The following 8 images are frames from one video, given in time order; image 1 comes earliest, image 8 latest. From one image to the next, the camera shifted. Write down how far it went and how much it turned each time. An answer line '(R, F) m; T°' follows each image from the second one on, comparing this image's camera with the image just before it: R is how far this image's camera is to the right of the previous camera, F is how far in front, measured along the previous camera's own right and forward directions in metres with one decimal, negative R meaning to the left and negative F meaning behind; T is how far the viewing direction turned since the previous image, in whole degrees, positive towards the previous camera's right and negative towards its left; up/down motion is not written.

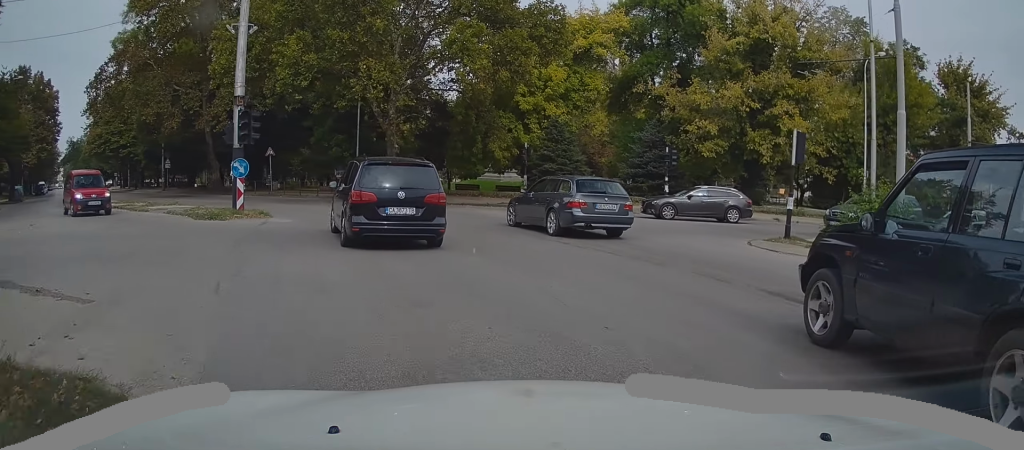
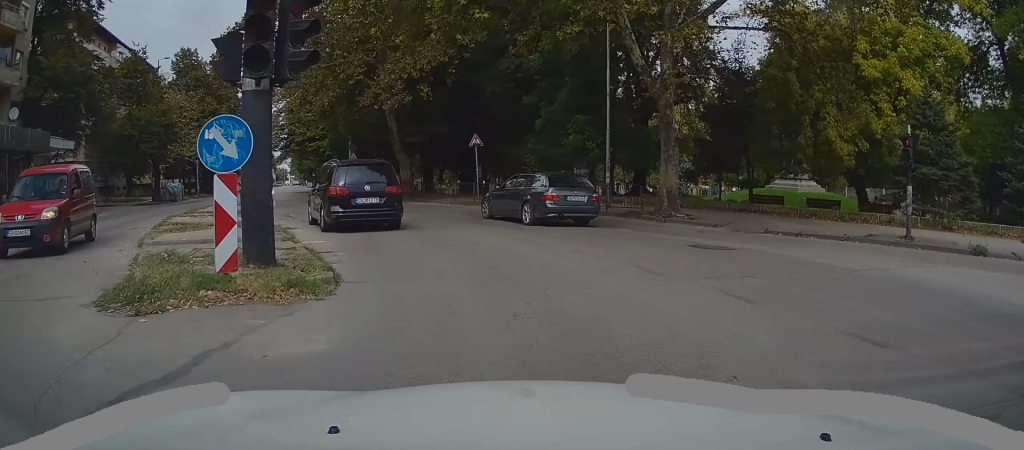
(-2.0, +15.1) m; -17°
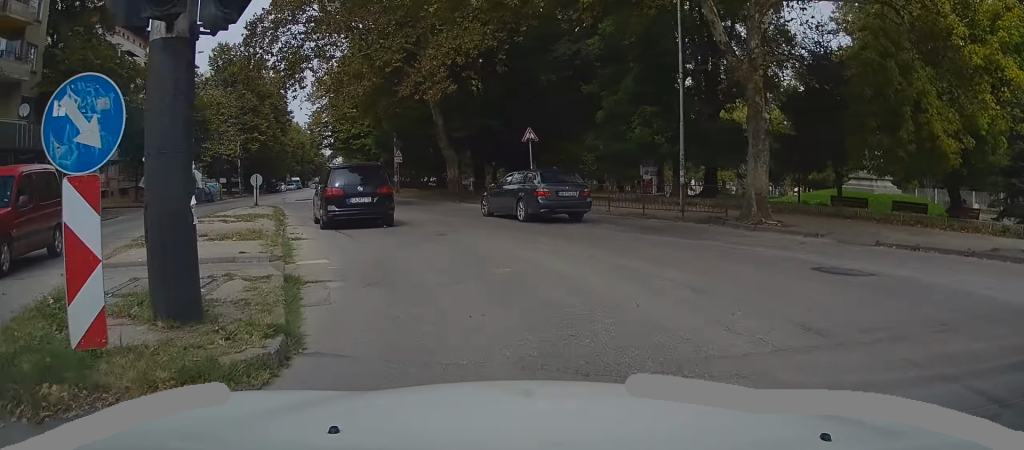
(-0.1, +3.4) m; -5°
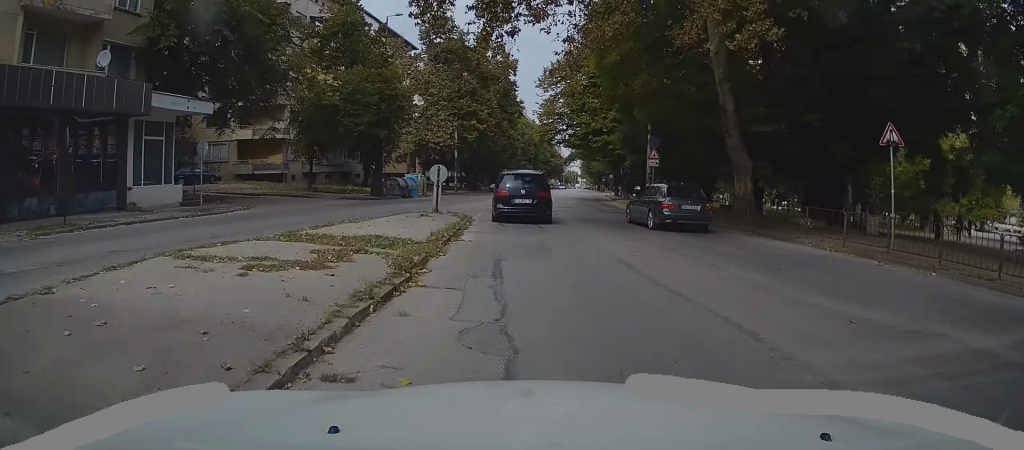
(-1.8, +12.1) m; -13°
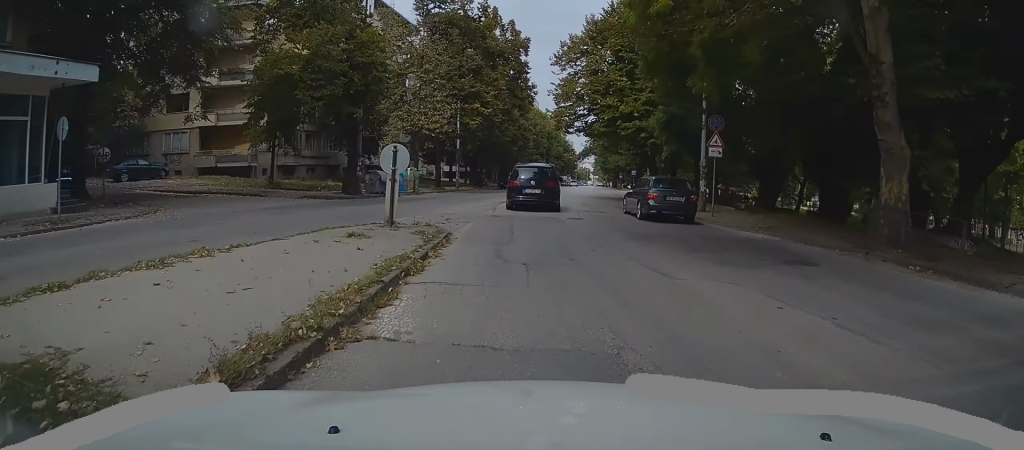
(-0.4, +8.8) m; -4°
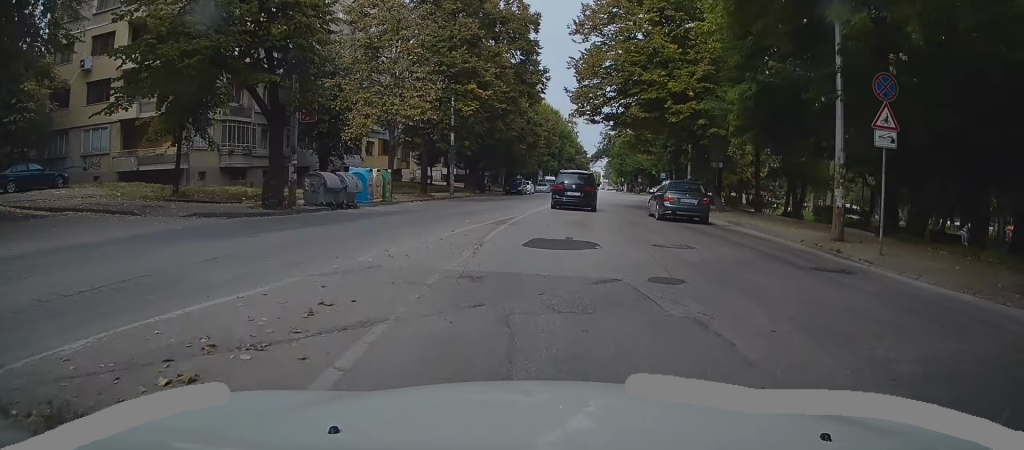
(-0.2, +11.2) m; 0°
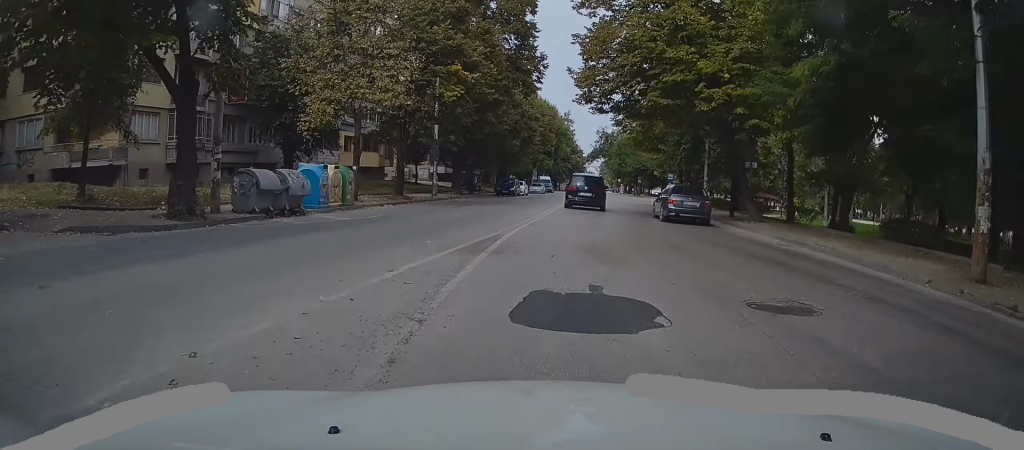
(0.0, +5.8) m; +1°
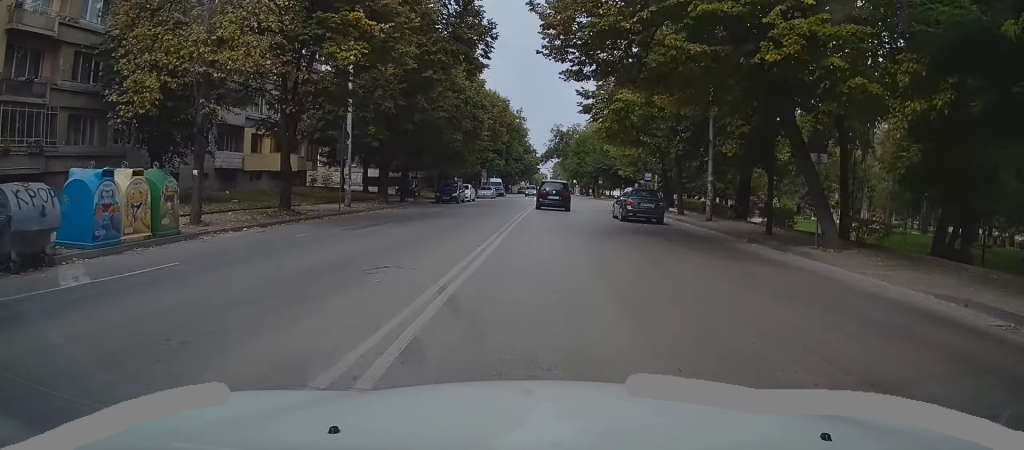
(+0.3, +10.4) m; +2°
